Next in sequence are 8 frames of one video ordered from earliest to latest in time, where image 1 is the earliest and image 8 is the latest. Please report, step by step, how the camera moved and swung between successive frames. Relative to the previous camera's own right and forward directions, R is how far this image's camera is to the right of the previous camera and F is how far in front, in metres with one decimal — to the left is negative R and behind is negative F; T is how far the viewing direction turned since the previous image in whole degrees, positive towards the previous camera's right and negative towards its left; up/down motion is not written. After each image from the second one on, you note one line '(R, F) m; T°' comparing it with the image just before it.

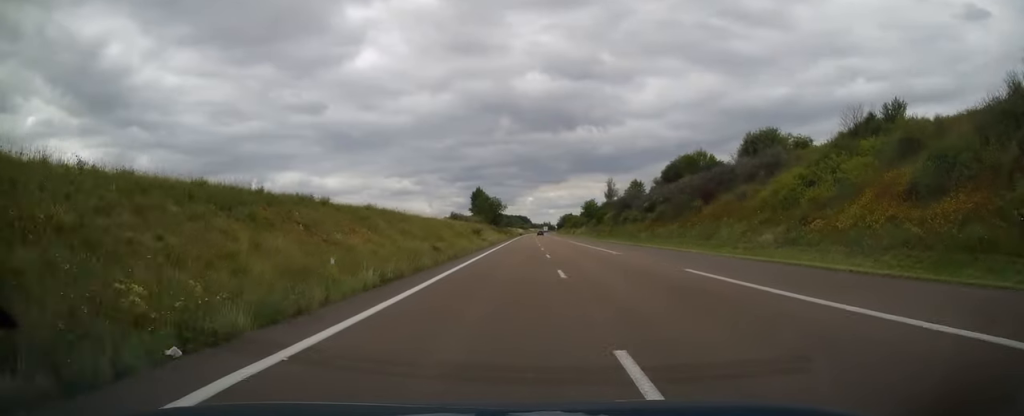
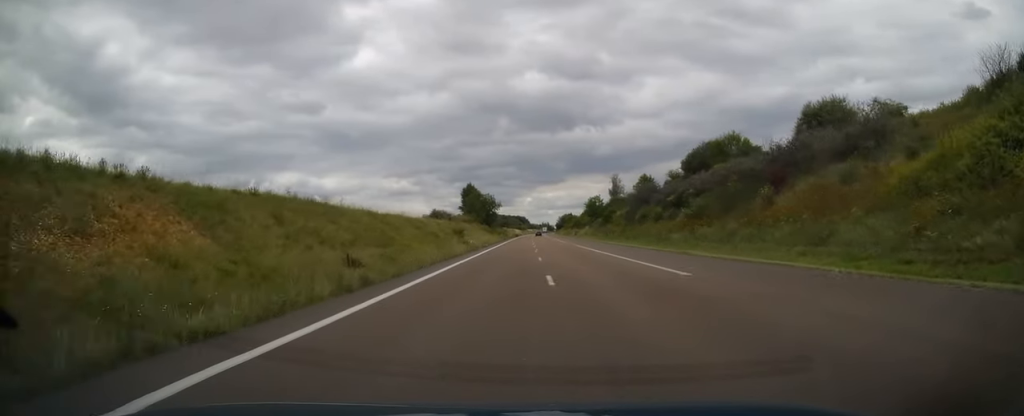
(0.0, +15.2) m; 0°
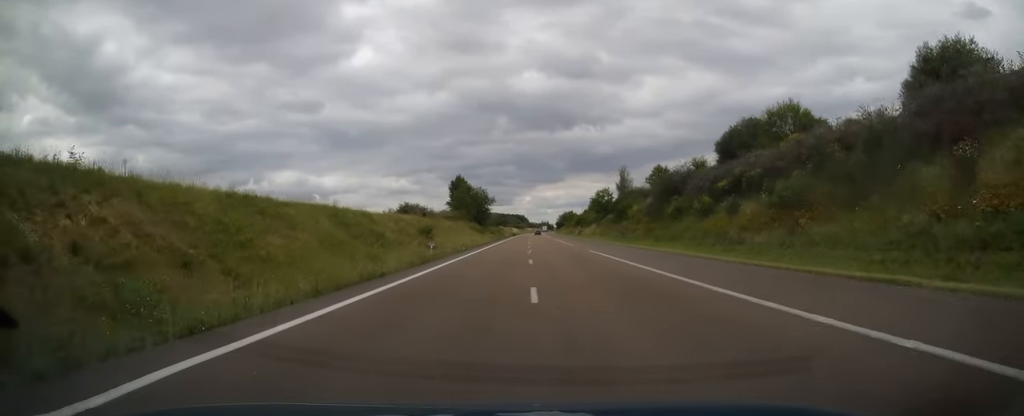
(0.0, +16.7) m; 0°
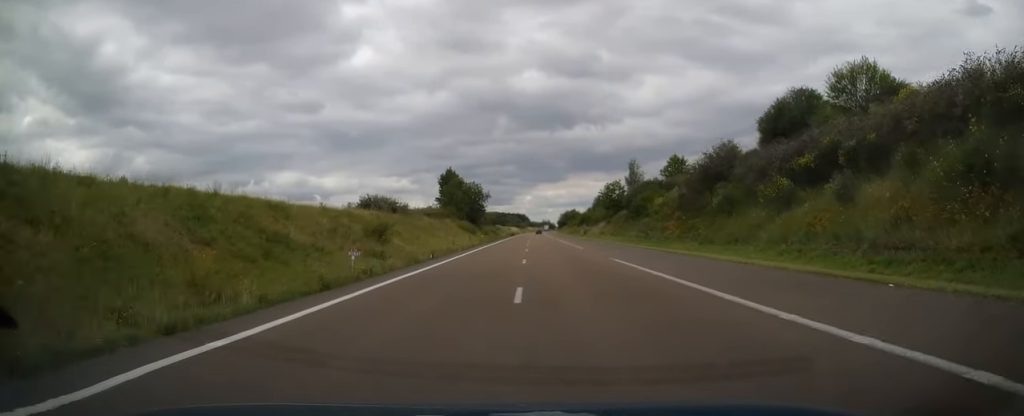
(+0.1, +13.2) m; 0°
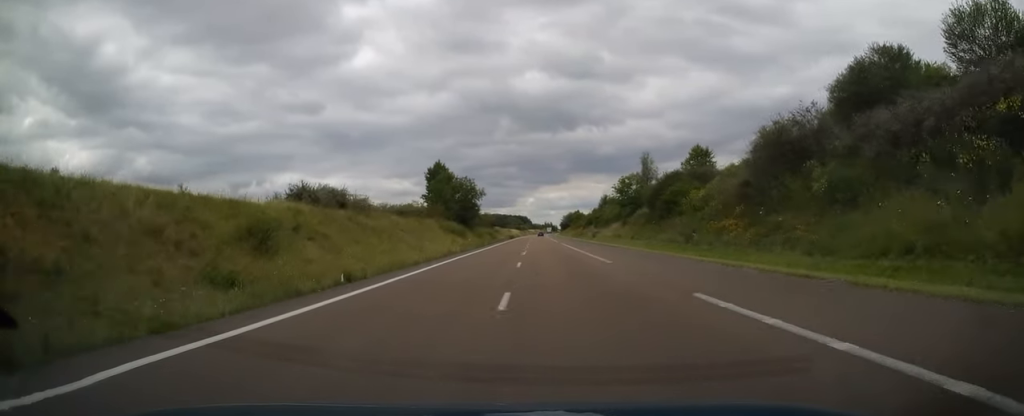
(+0.1, +13.7) m; 0°
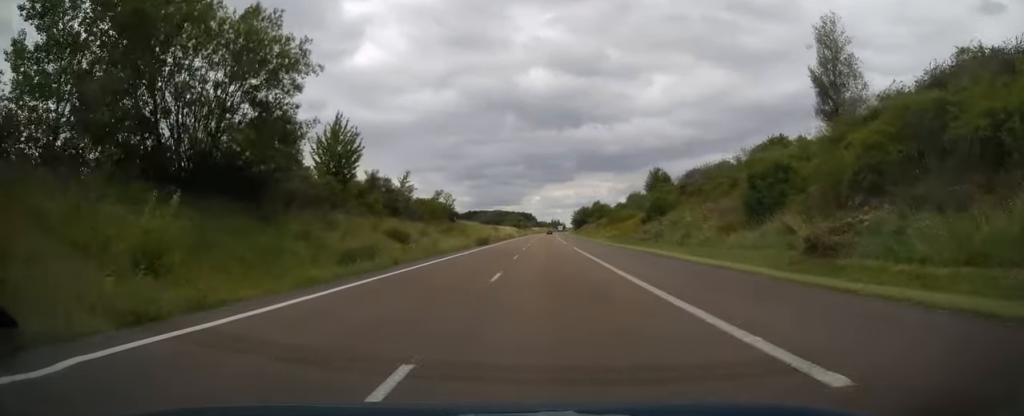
(-0.5, +73.0) m; -1°
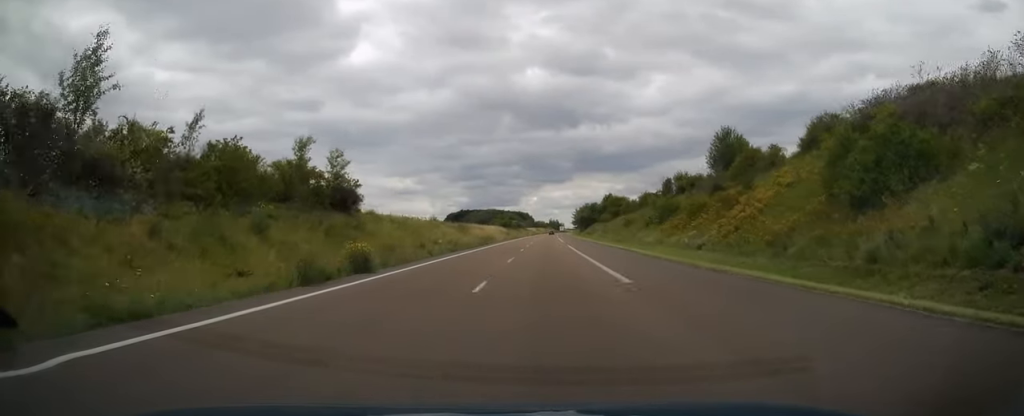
(-0.2, +42.2) m; 0°
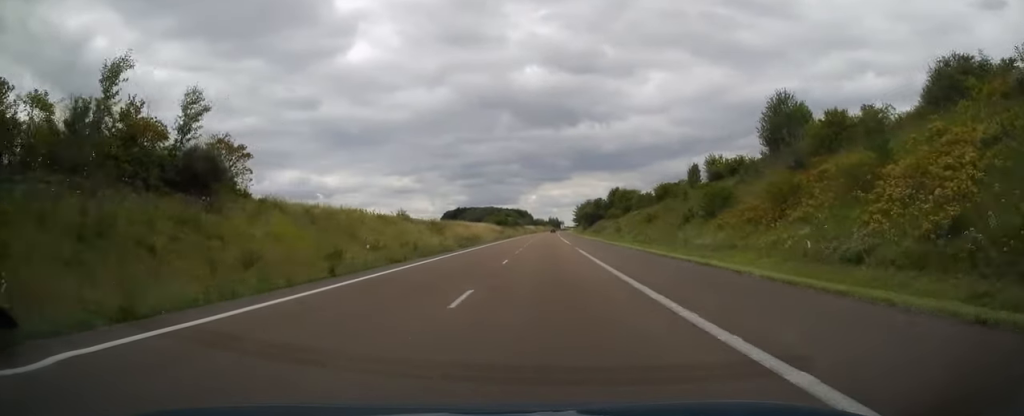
(0.0, +16.2) m; 0°
